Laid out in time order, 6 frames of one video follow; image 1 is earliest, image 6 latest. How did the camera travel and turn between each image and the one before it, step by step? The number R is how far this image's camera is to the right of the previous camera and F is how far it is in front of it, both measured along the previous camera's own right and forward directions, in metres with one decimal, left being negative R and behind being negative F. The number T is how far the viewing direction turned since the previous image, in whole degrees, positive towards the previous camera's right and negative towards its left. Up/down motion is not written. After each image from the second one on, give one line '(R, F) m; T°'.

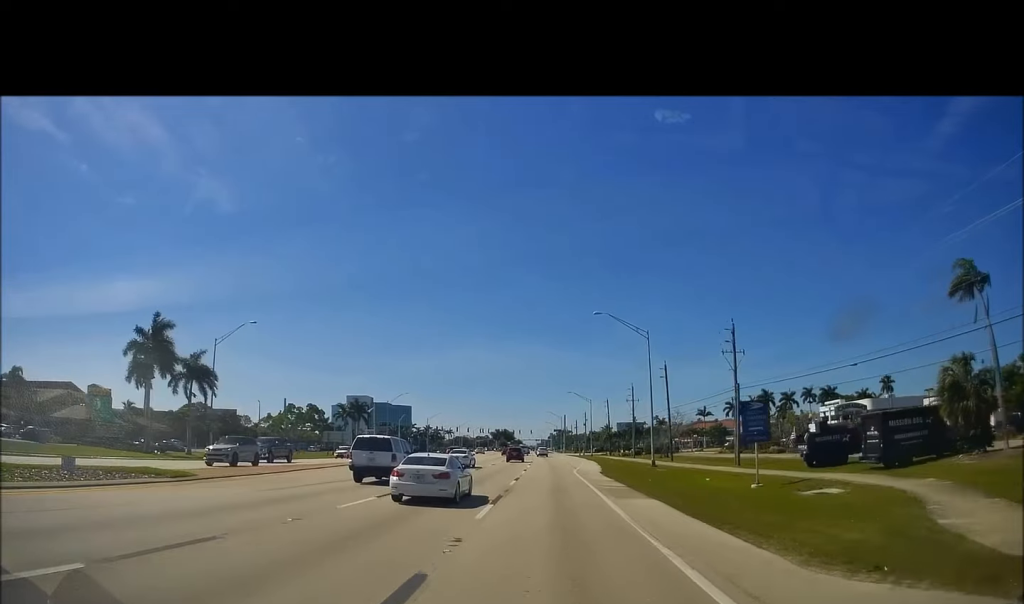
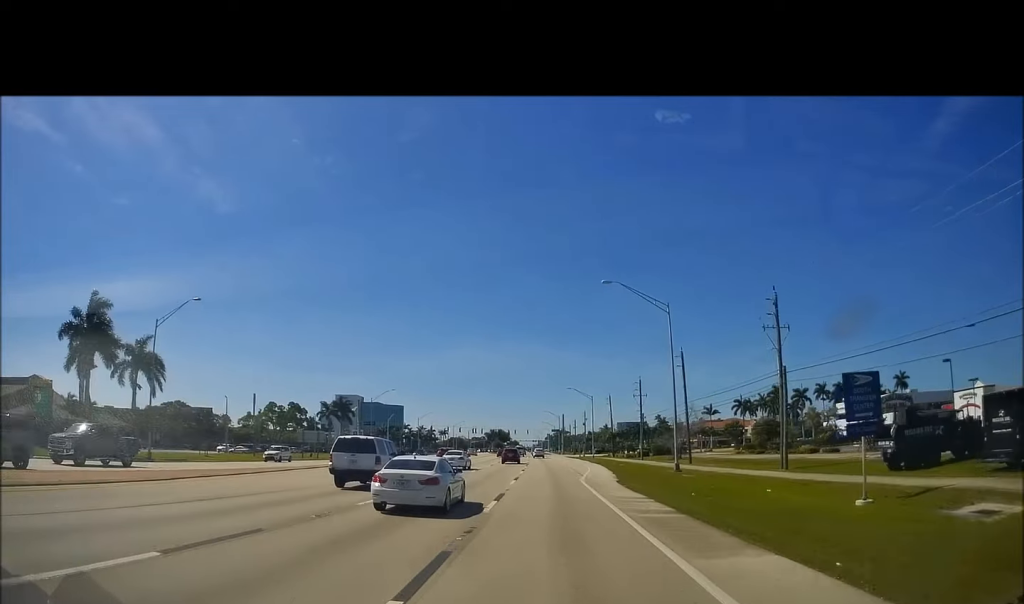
(+0.2, +10.3) m; +1°
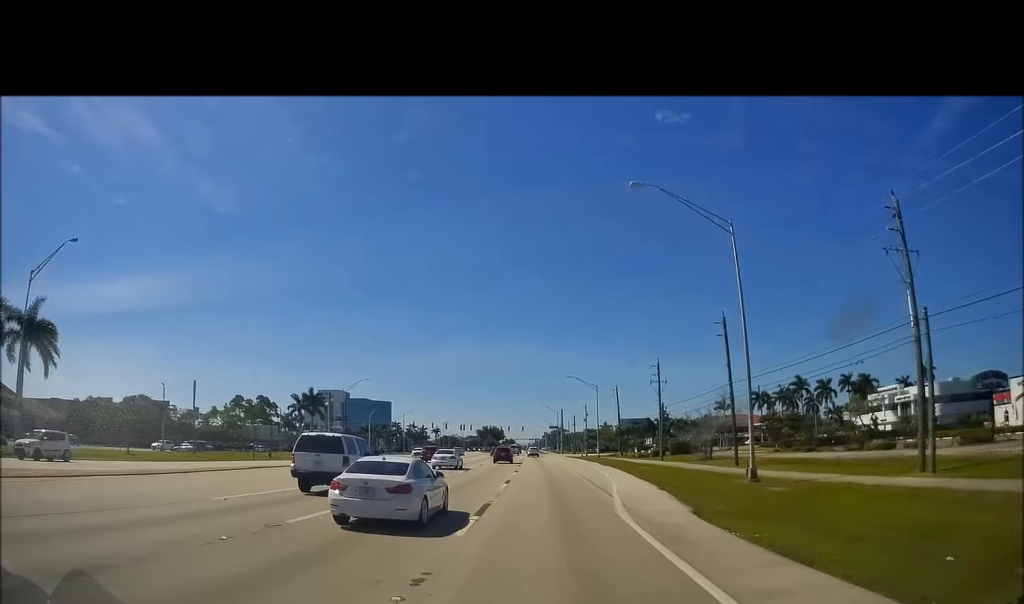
(+0.1, +16.3) m; 0°
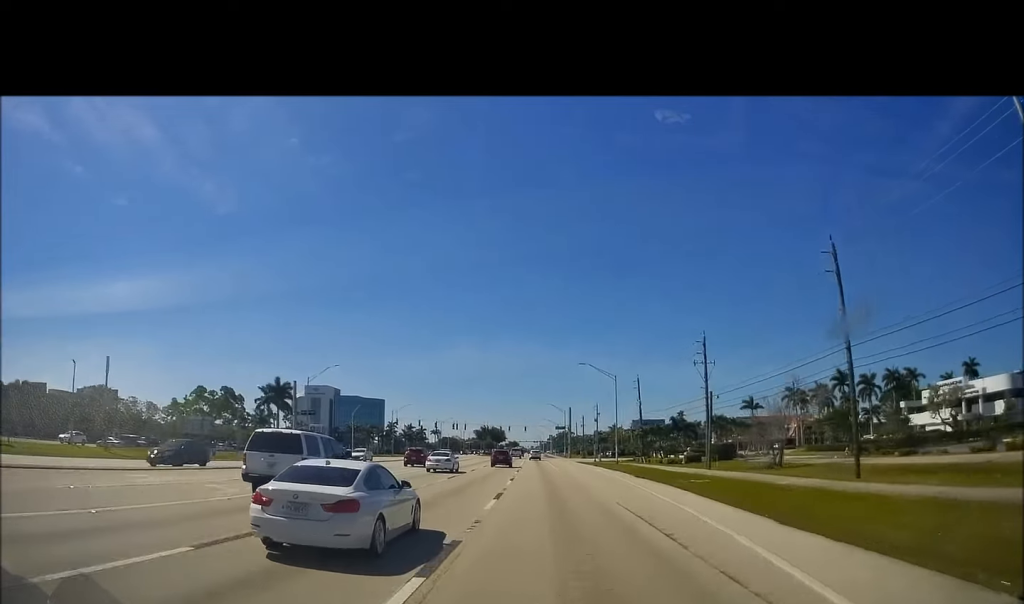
(0.0, +18.6) m; 0°
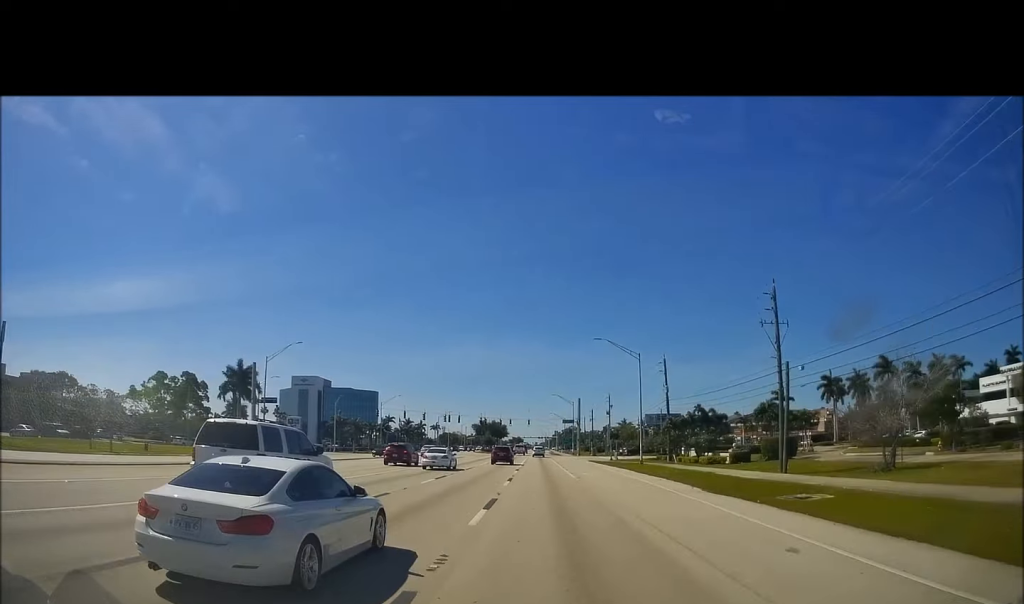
(0.0, +16.5) m; 0°
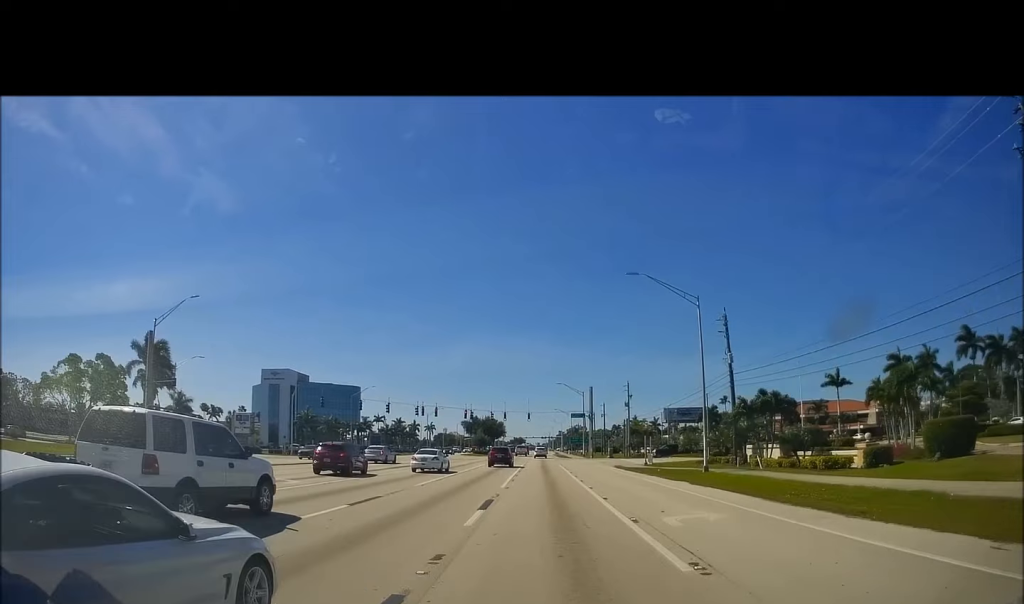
(0.0, +25.5) m; 0°
